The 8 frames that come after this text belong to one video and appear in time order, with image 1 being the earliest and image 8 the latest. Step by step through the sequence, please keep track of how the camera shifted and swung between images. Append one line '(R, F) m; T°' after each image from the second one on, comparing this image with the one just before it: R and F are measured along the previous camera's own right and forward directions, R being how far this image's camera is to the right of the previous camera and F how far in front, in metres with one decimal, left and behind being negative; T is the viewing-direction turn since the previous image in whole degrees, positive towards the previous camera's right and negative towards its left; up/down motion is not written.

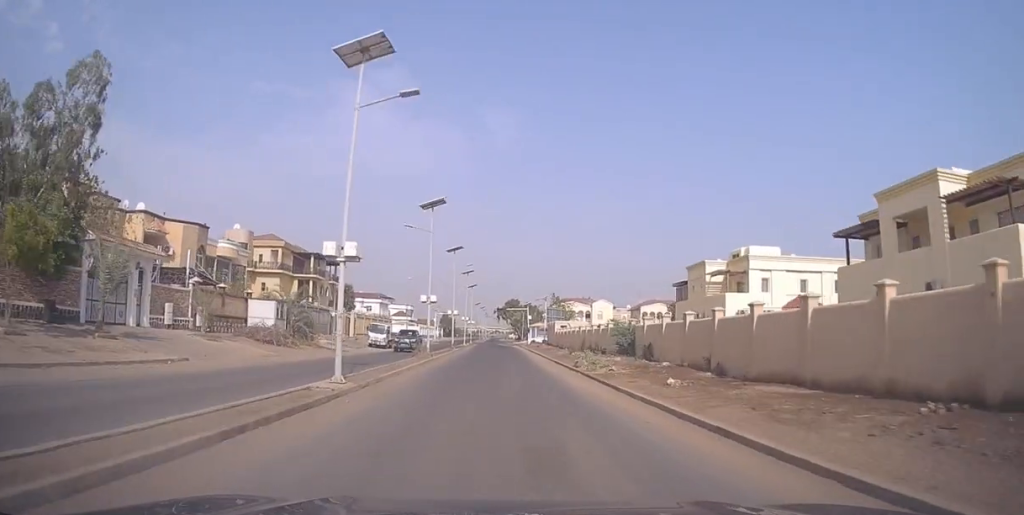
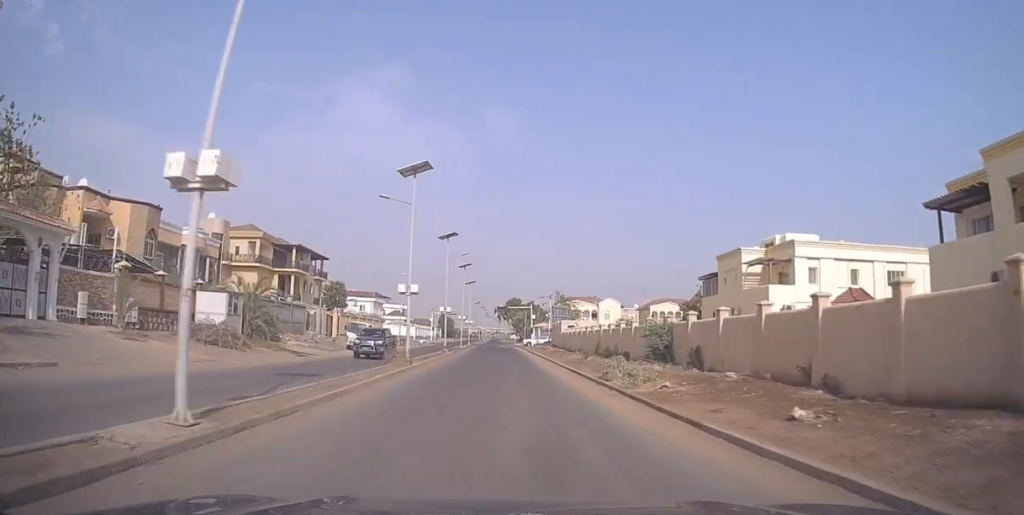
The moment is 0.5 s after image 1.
(0.0, +8.1) m; 0°
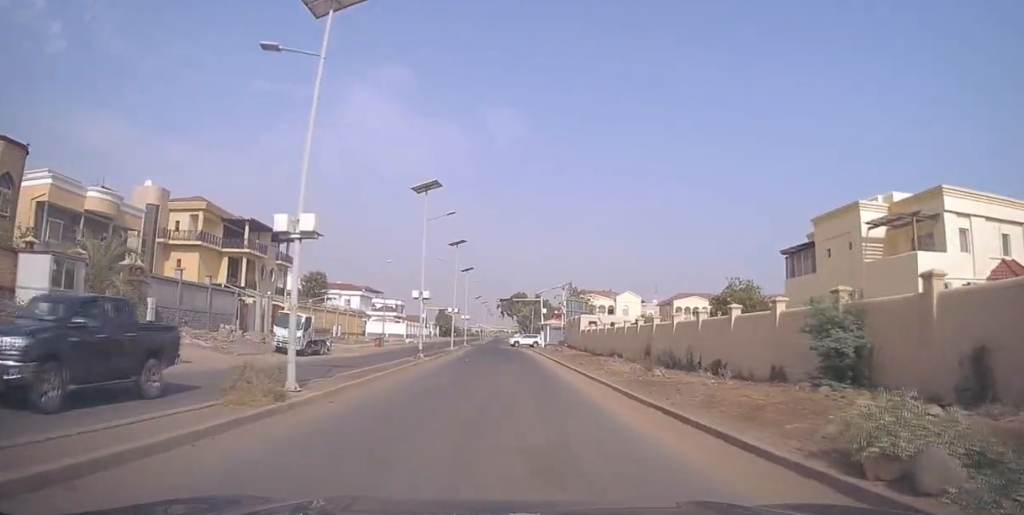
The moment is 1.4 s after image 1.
(0.0, +16.1) m; -1°
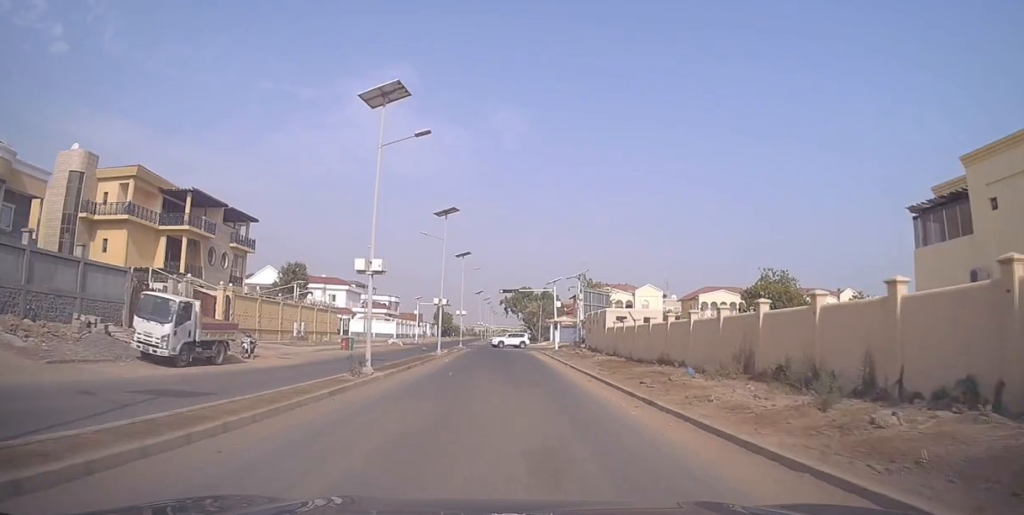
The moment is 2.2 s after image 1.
(-0.2, +13.5) m; -1°
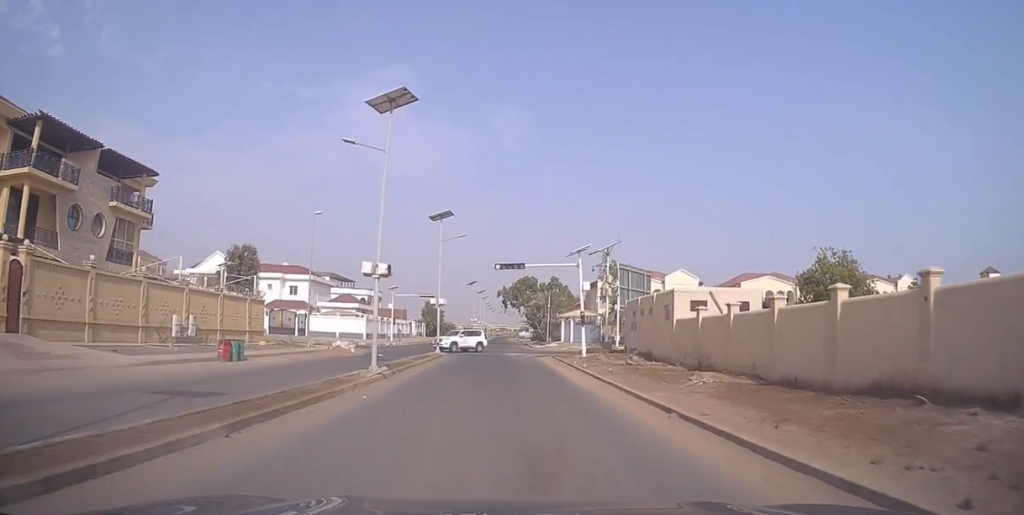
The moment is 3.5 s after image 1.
(0.0, +20.6) m; +1°
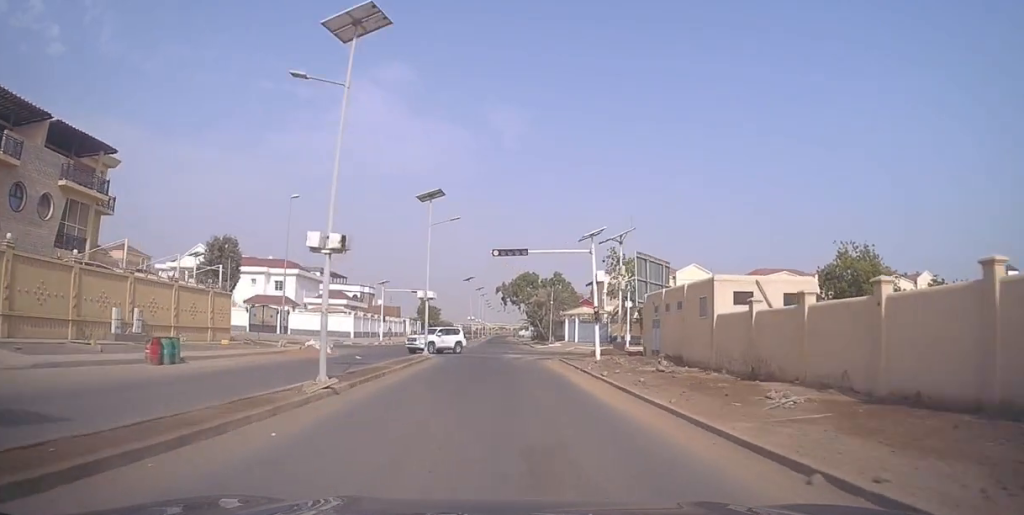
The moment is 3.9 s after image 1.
(+0.1, +6.3) m; 0°
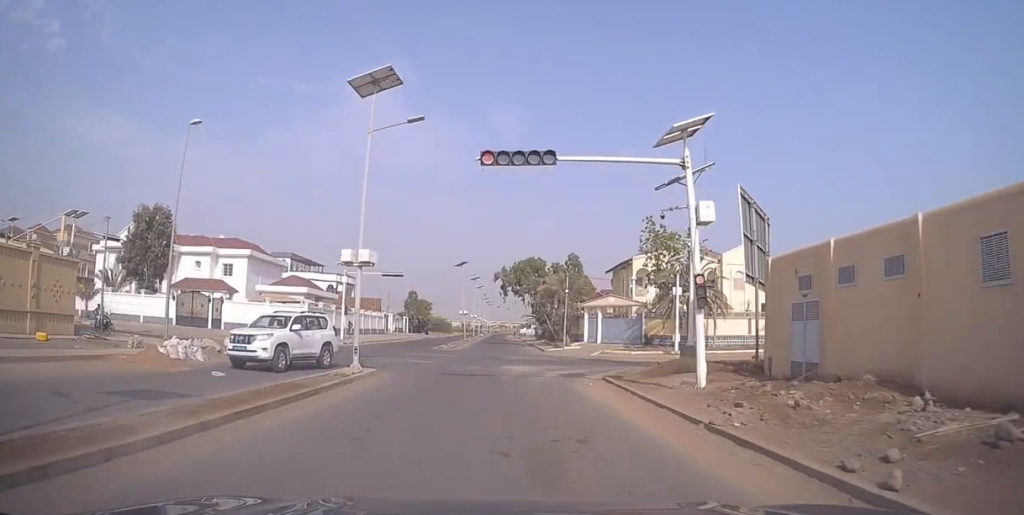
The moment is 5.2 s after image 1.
(-0.2, +18.9) m; -1°
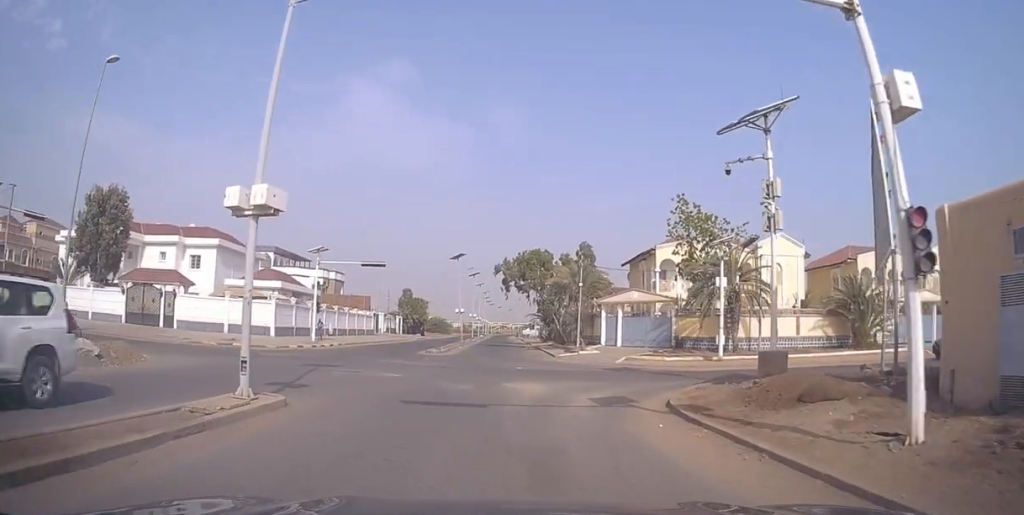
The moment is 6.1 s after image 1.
(-0.1, +10.7) m; -1°
